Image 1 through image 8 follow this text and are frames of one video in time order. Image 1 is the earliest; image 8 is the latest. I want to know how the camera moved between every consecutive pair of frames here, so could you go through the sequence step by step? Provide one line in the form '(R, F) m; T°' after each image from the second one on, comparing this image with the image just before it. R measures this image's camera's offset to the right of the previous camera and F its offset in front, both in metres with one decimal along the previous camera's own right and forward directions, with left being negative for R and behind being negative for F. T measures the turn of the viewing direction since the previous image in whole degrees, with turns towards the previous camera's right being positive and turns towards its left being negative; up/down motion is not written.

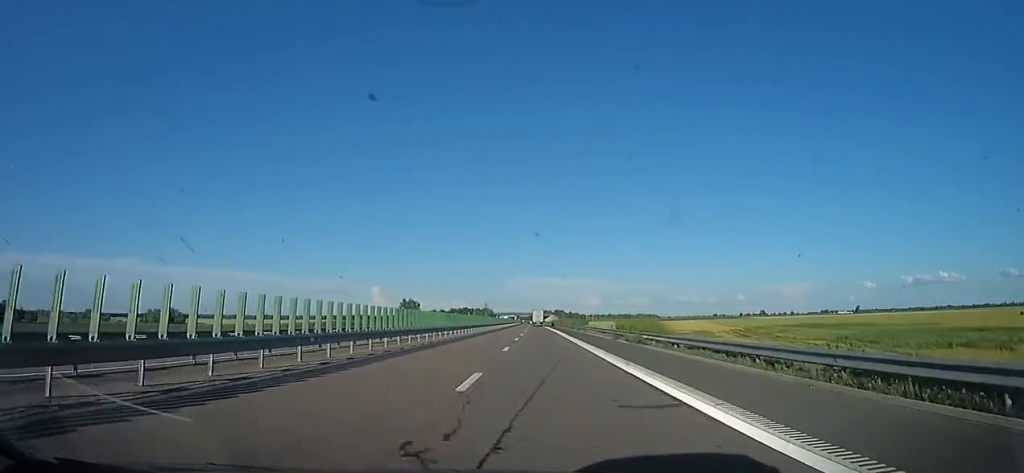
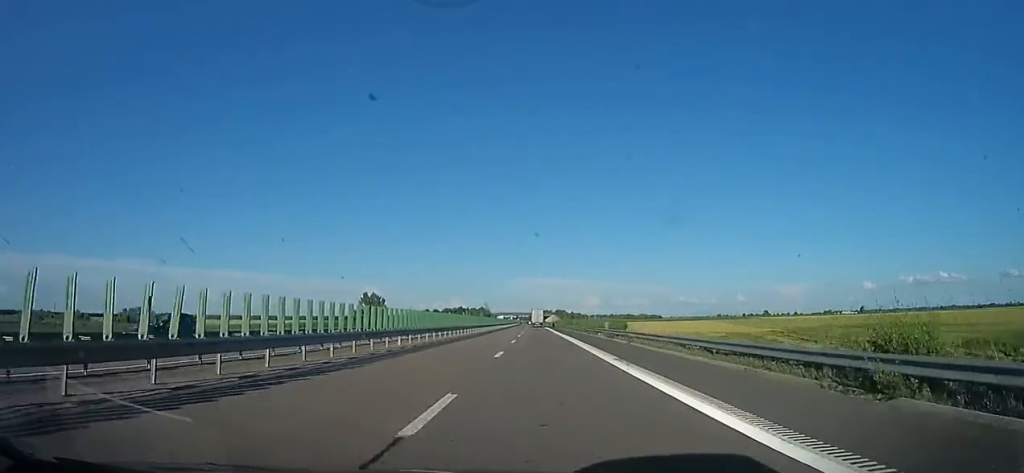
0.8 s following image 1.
(0.0, +28.2) m; 0°
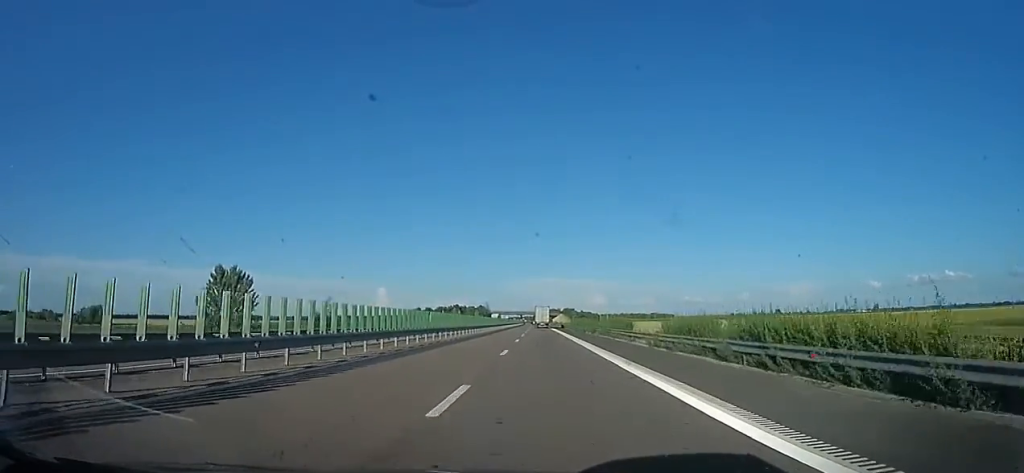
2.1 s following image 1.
(0.0, +47.1) m; 0°
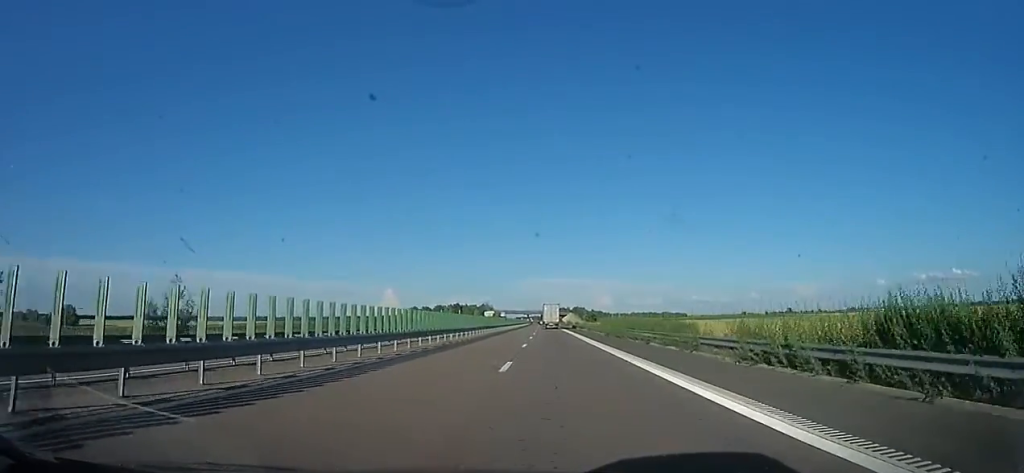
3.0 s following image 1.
(0.0, +30.1) m; 0°
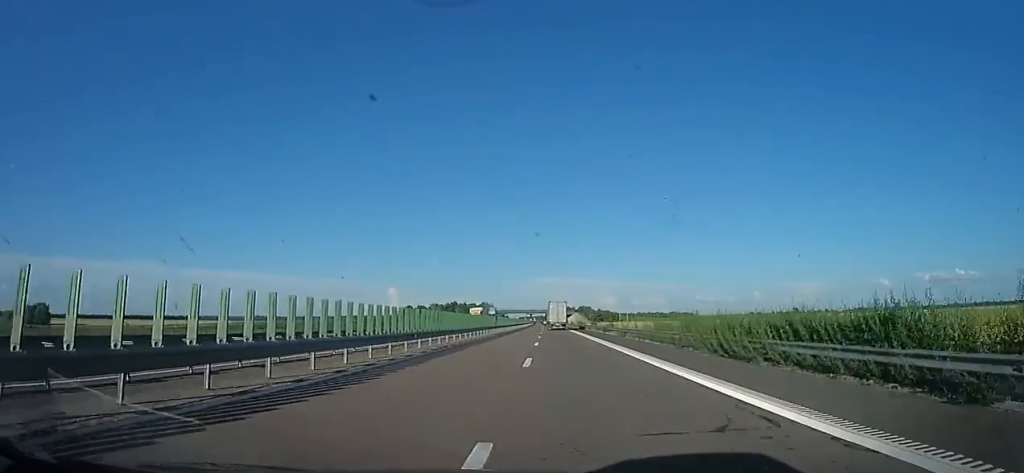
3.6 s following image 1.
(0.0, +22.5) m; 0°
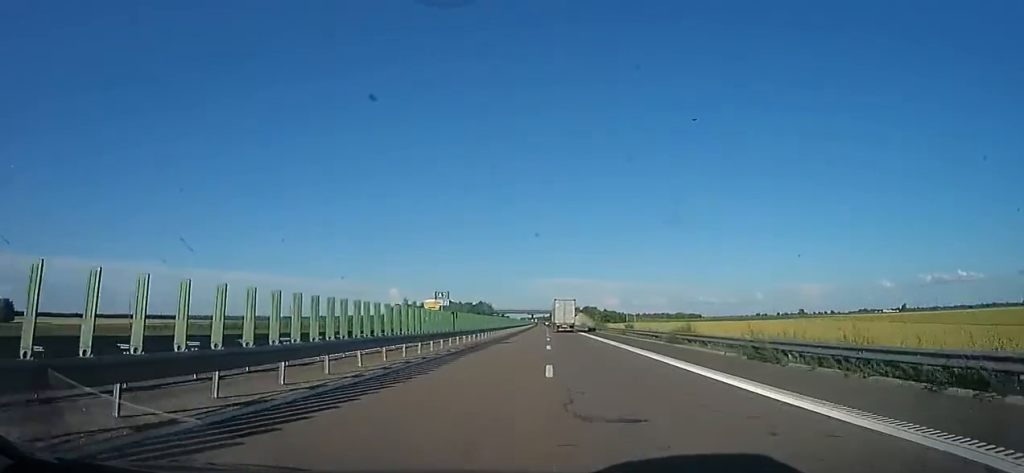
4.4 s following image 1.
(0.0, +26.7) m; 0°
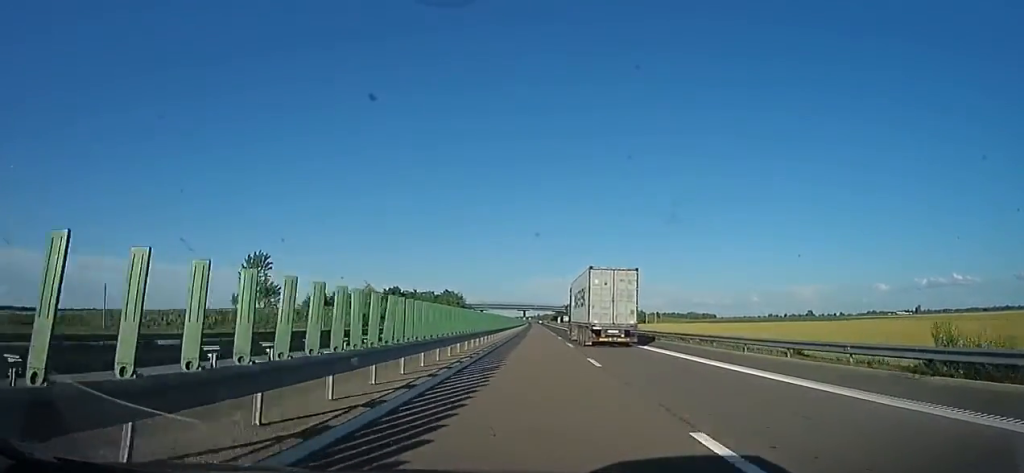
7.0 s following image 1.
(-3.1, +93.5) m; -1°
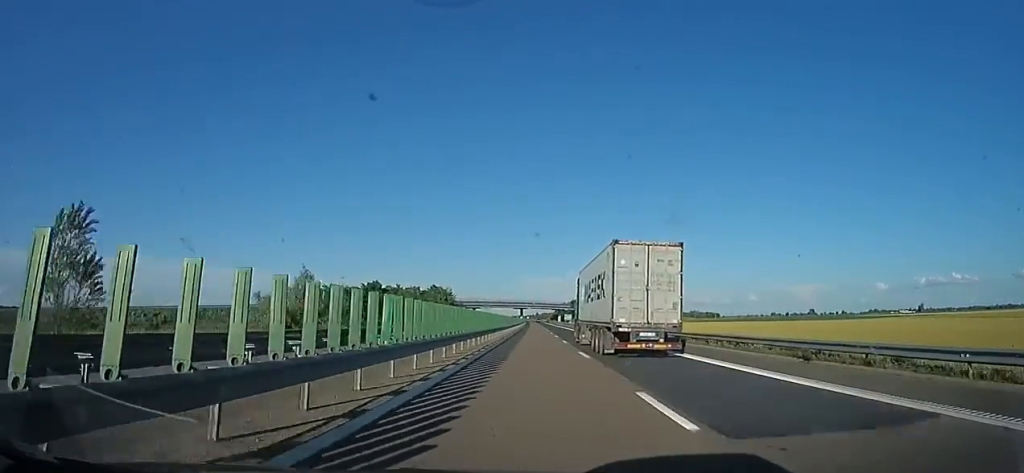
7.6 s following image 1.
(+0.5, +20.8) m; +1°
